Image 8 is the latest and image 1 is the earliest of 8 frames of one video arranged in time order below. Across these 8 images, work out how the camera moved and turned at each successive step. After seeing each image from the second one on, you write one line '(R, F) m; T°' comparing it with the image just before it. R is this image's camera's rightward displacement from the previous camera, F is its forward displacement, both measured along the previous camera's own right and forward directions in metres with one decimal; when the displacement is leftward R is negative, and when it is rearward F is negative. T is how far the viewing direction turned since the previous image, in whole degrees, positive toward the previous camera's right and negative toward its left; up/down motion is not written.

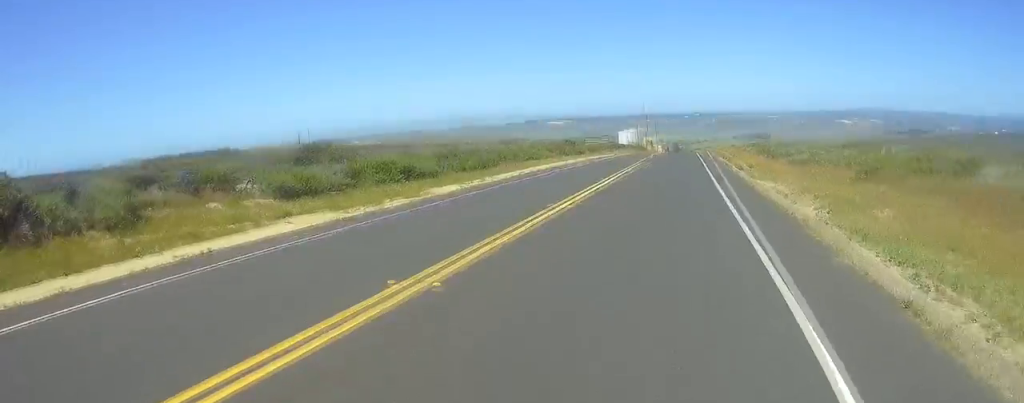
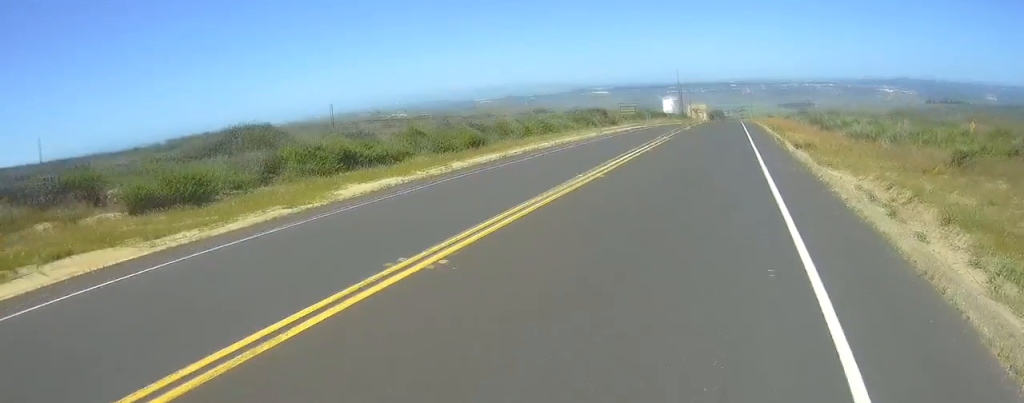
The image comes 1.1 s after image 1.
(0.0, +8.5) m; +1°
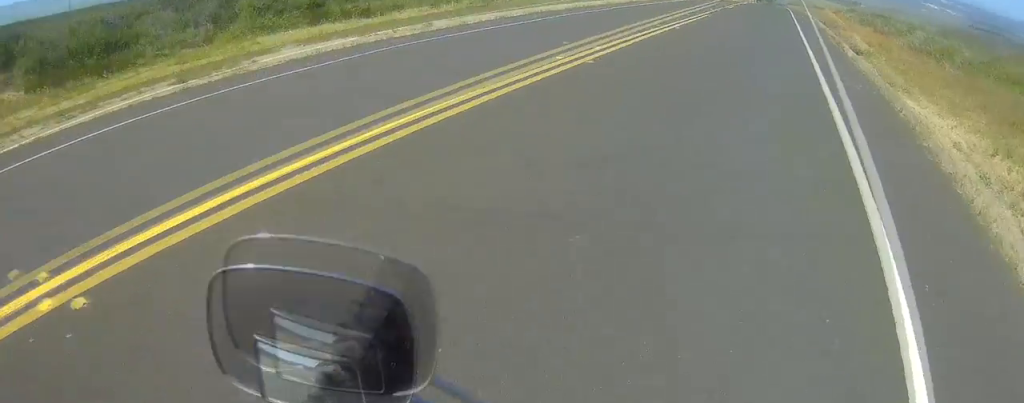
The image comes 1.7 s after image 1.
(0.0, +4.9) m; +1°
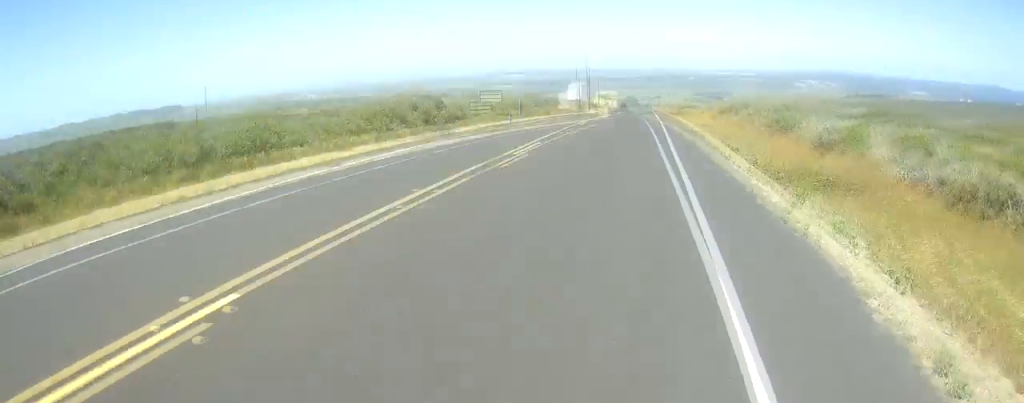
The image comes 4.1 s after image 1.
(+0.3, +22.4) m; +2°
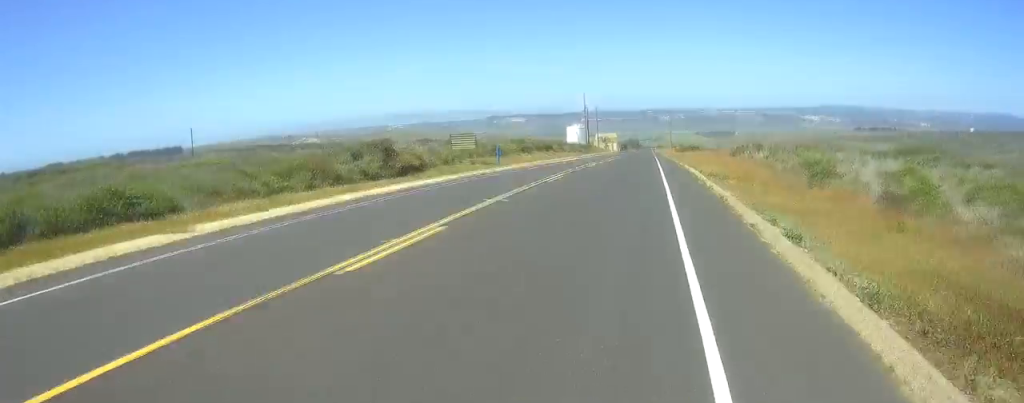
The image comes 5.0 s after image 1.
(+0.2, +8.4) m; +1°
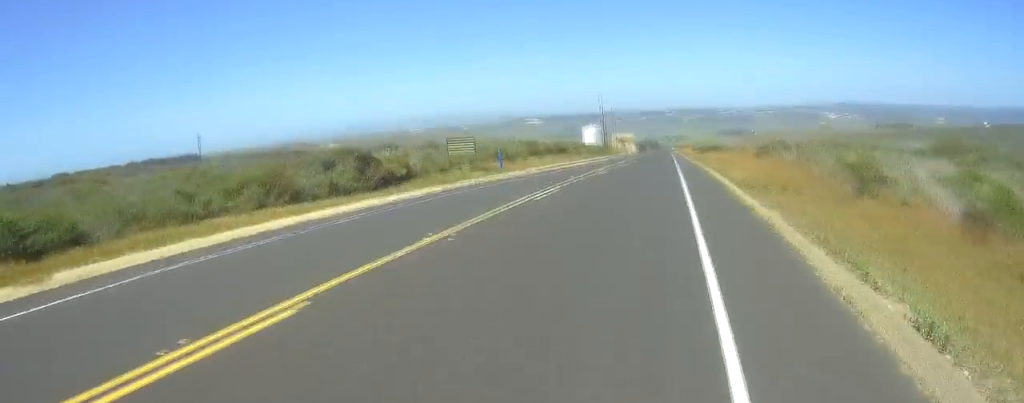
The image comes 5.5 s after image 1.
(0.0, +5.0) m; +1°
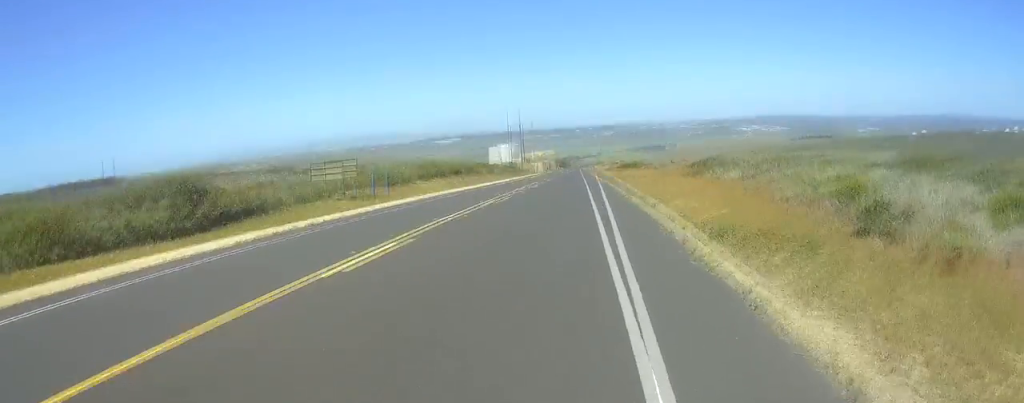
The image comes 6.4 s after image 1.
(0.0, +7.8) m; 0°
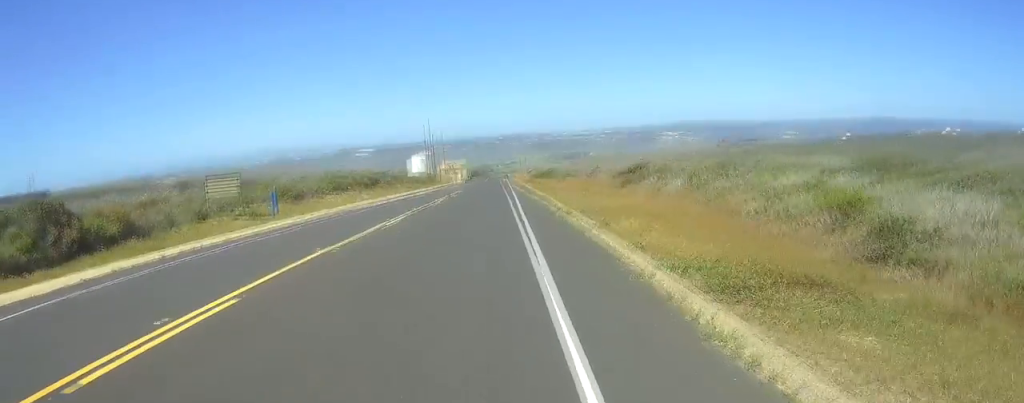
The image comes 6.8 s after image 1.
(0.0, +4.3) m; 0°
